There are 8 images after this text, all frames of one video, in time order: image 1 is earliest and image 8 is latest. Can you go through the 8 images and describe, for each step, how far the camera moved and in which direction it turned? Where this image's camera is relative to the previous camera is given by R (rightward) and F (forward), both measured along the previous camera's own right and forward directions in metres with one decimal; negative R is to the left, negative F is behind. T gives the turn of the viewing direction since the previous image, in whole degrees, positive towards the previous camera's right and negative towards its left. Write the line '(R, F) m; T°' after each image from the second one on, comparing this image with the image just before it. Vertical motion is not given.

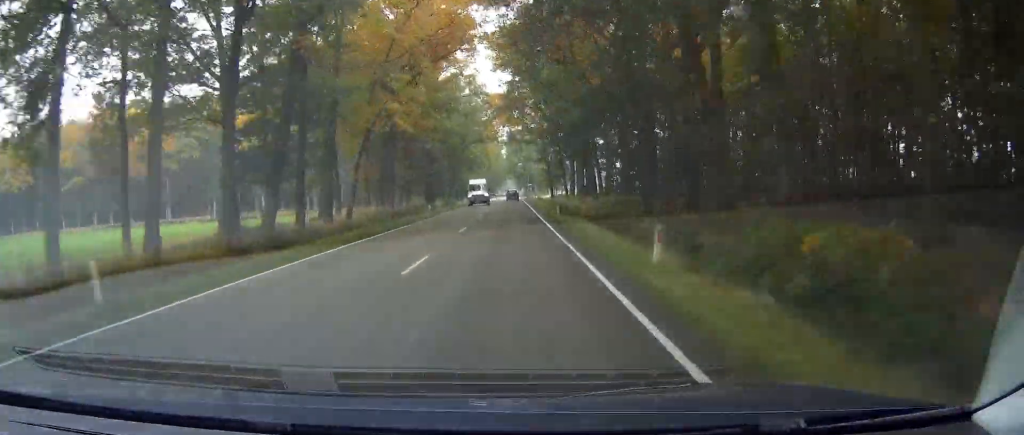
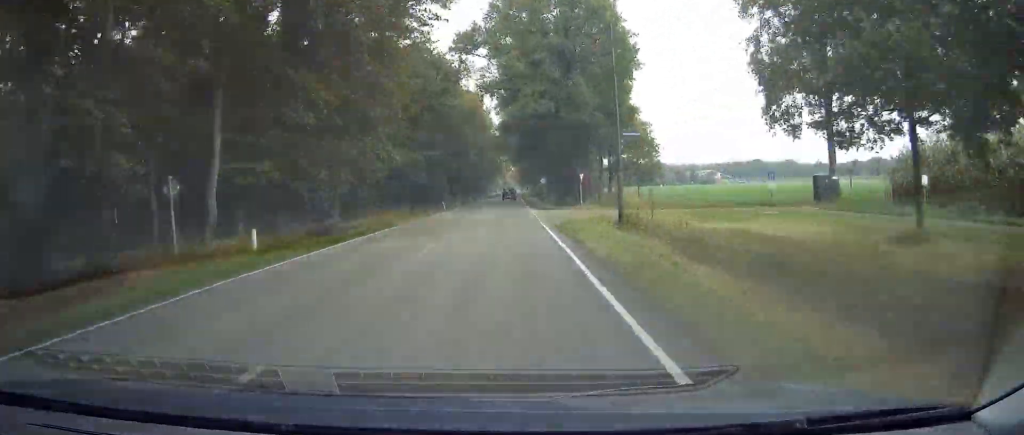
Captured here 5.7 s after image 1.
(+1.9, +136.3) m; +2°
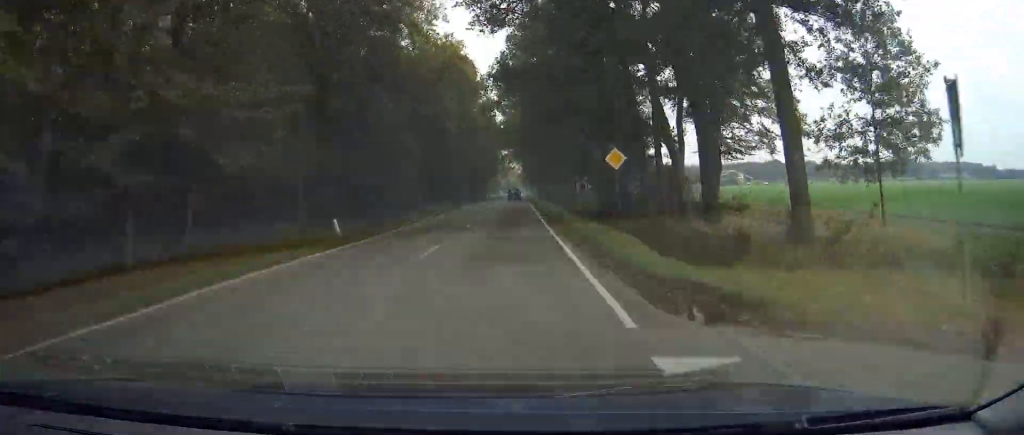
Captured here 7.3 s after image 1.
(+0.4, +38.3) m; 0°
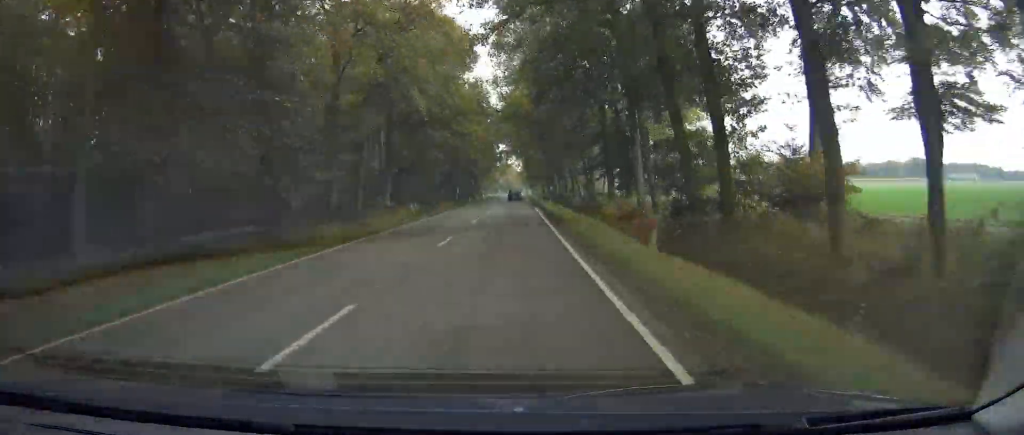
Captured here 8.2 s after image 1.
(+0.1, +20.8) m; 0°
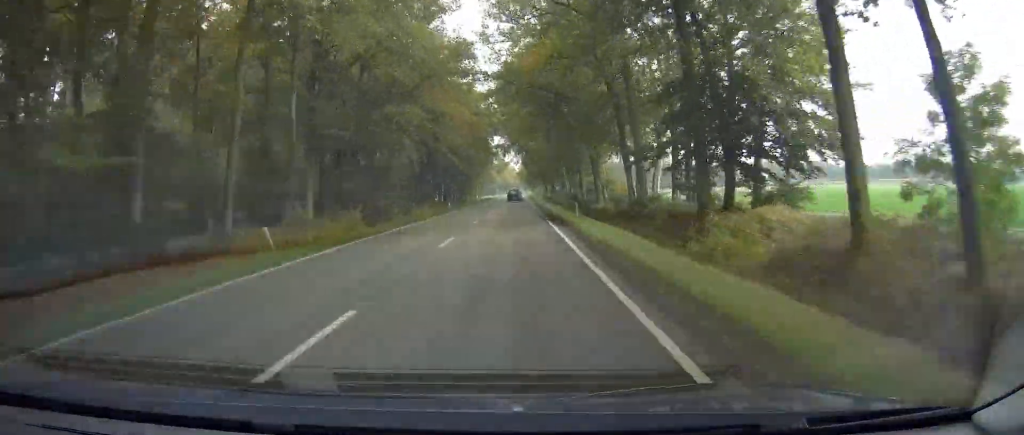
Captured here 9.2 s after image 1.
(0.0, +23.9) m; -1°
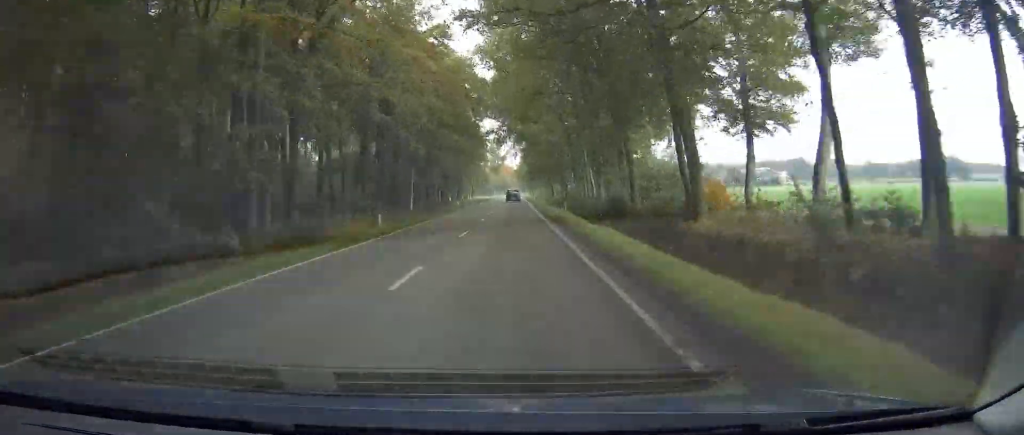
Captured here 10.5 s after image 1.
(-0.4, +30.4) m; -1°
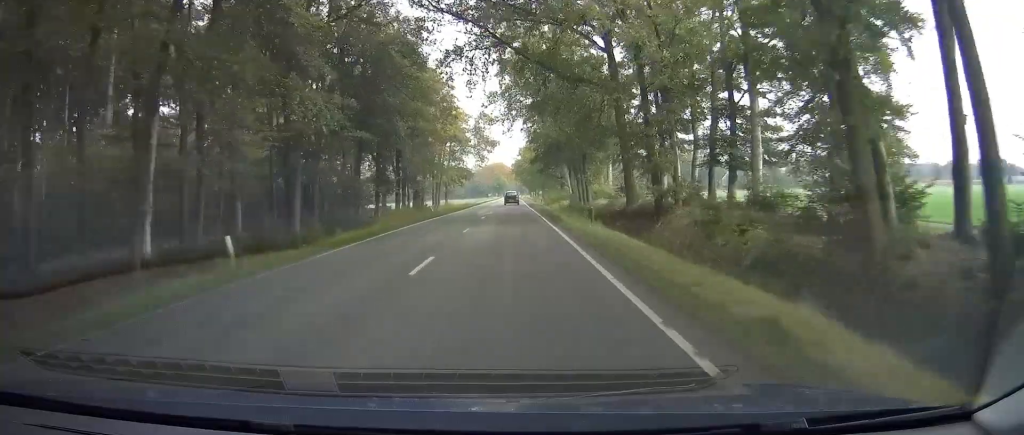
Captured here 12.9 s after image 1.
(-0.4, +57.5) m; +1°
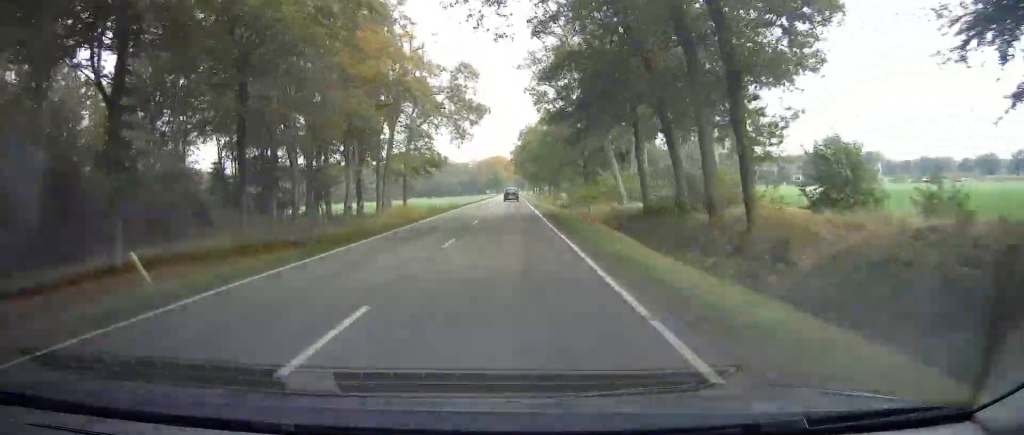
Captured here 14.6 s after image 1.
(+0.9, +41.4) m; +1°
